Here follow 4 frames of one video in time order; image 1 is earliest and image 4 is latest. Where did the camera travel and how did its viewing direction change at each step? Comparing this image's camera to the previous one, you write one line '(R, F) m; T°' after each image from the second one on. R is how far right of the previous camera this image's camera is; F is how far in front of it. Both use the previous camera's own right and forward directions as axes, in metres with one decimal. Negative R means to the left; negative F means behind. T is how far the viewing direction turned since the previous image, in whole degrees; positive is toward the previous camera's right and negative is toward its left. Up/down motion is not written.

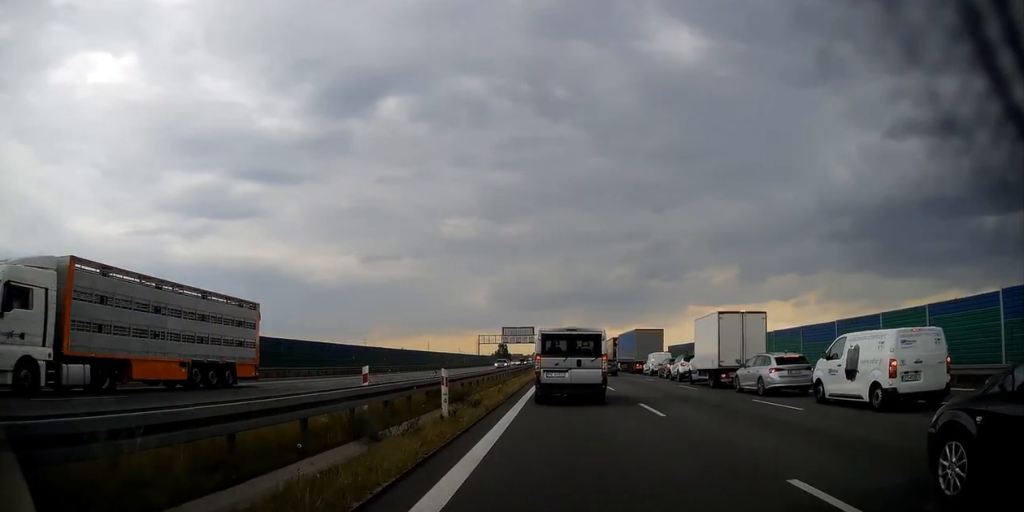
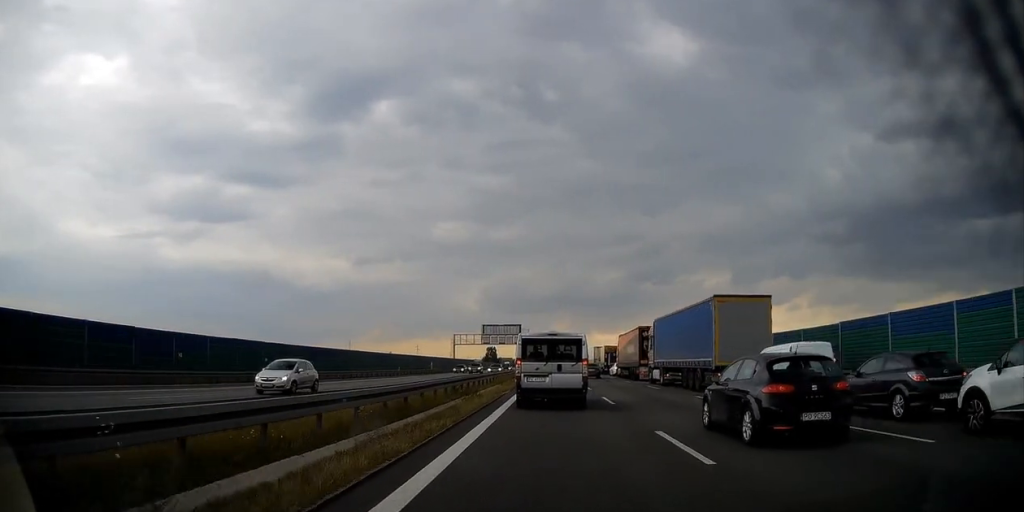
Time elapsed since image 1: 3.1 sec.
(+1.2, +33.5) m; +1°
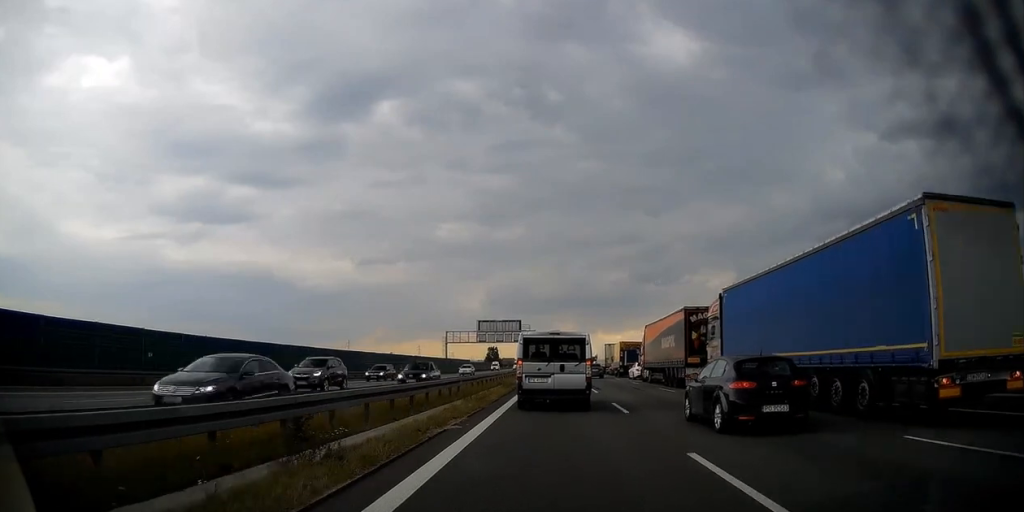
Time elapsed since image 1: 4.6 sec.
(+0.1, +14.7) m; 0°
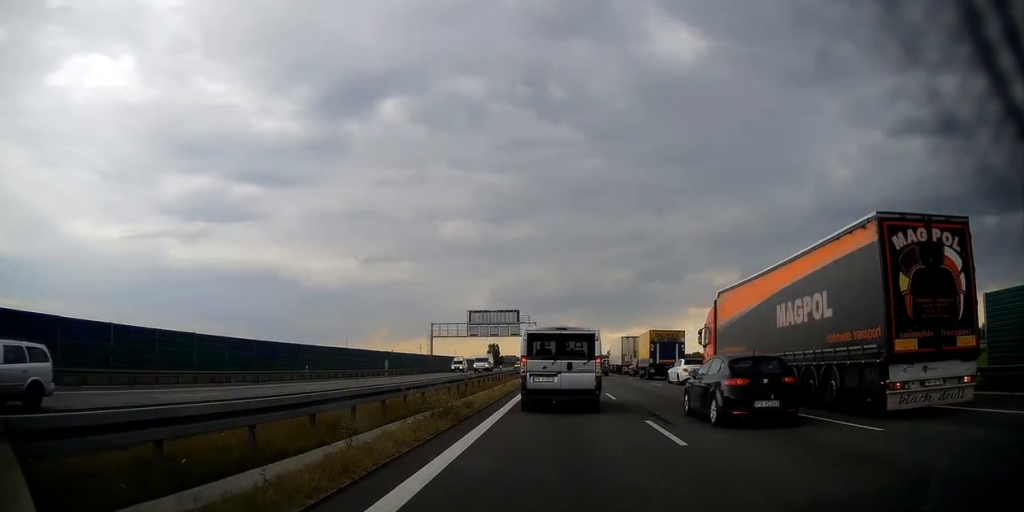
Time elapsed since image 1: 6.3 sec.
(+0.3, +17.9) m; +1°
